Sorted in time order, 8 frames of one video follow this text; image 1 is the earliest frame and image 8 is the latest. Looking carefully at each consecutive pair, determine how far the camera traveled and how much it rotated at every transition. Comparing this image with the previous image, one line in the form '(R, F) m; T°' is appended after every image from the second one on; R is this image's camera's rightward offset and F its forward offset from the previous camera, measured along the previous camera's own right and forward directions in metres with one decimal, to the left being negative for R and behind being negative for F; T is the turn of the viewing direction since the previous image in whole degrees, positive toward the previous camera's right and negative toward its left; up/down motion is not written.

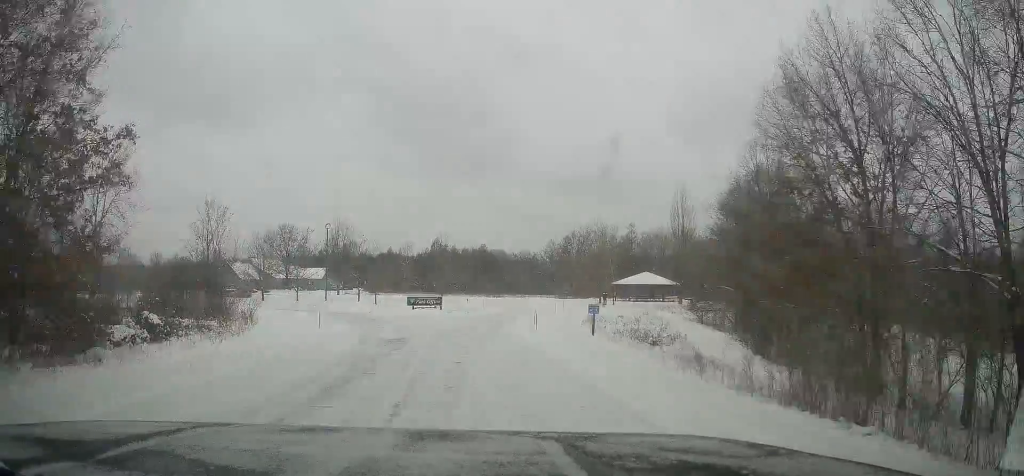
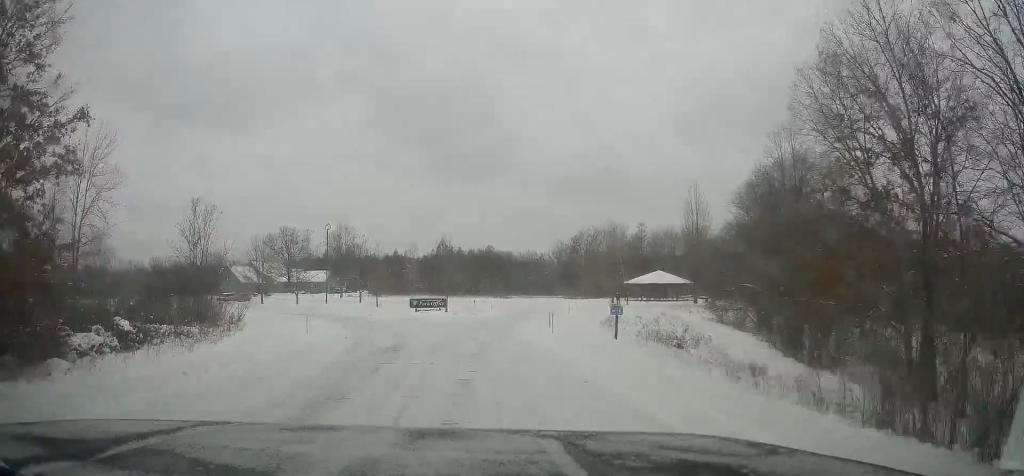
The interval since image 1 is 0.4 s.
(0.0, +3.3) m; +2°
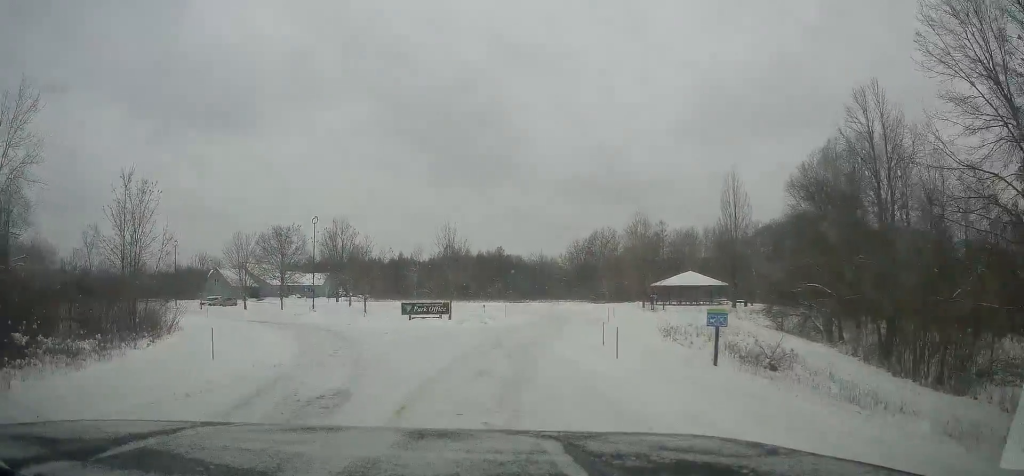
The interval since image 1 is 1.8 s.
(+0.6, +10.4) m; -2°
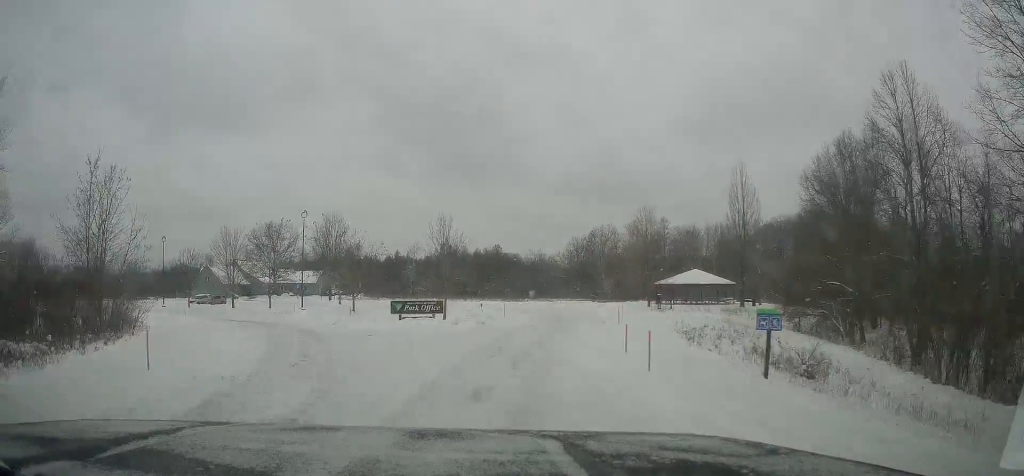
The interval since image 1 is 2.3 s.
(-0.3, +3.3) m; 0°
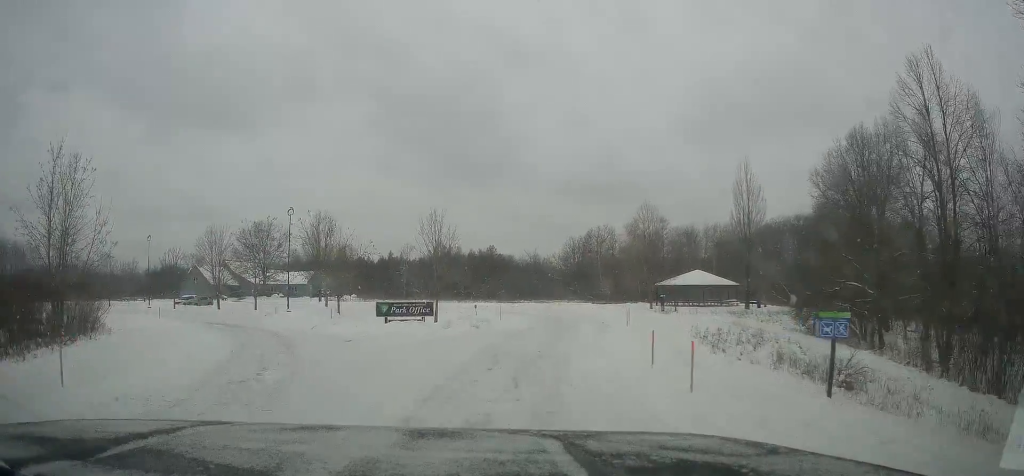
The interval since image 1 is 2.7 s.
(-0.5, +3.0) m; 0°
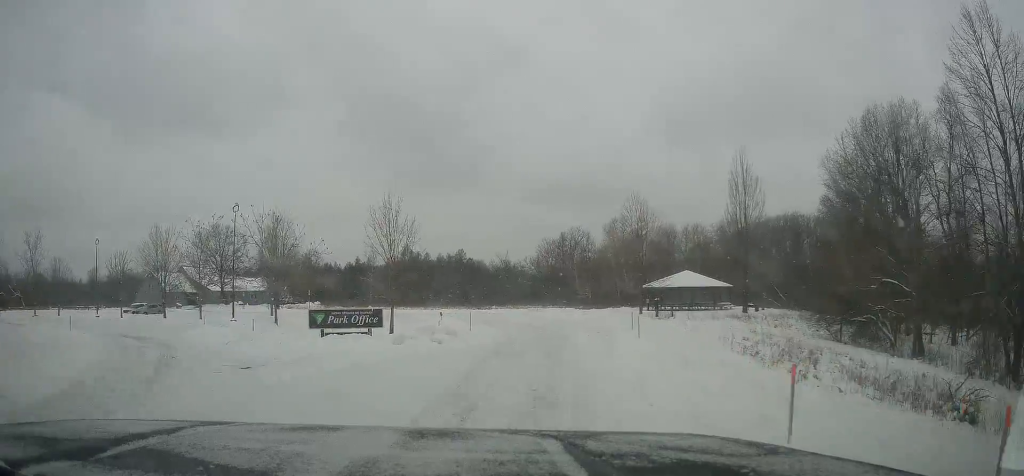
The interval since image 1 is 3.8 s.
(+0.8, +7.4) m; +4°
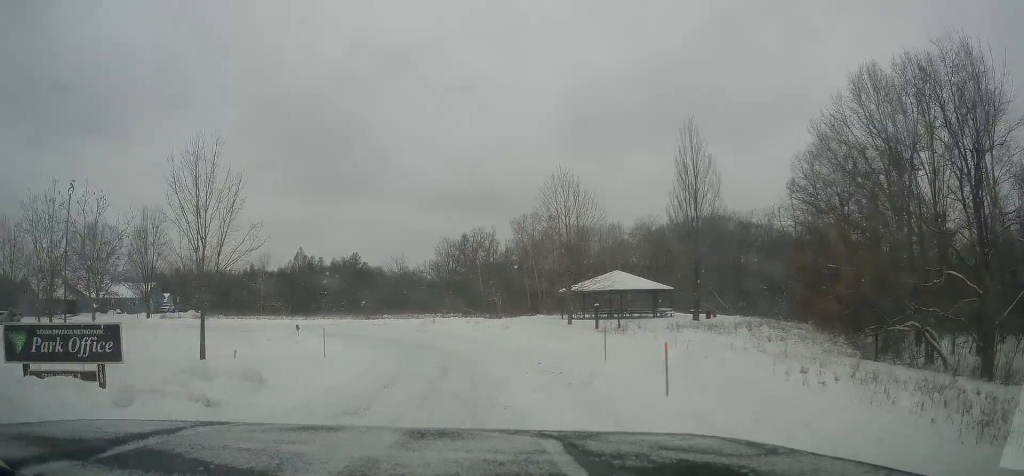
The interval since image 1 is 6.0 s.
(+0.1, +13.0) m; +10°
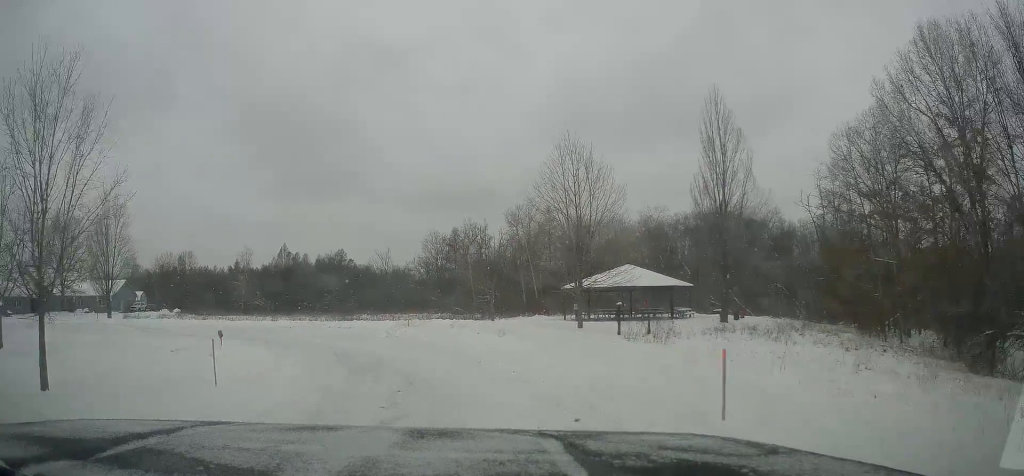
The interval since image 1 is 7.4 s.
(+0.3, +8.1) m; 0°
